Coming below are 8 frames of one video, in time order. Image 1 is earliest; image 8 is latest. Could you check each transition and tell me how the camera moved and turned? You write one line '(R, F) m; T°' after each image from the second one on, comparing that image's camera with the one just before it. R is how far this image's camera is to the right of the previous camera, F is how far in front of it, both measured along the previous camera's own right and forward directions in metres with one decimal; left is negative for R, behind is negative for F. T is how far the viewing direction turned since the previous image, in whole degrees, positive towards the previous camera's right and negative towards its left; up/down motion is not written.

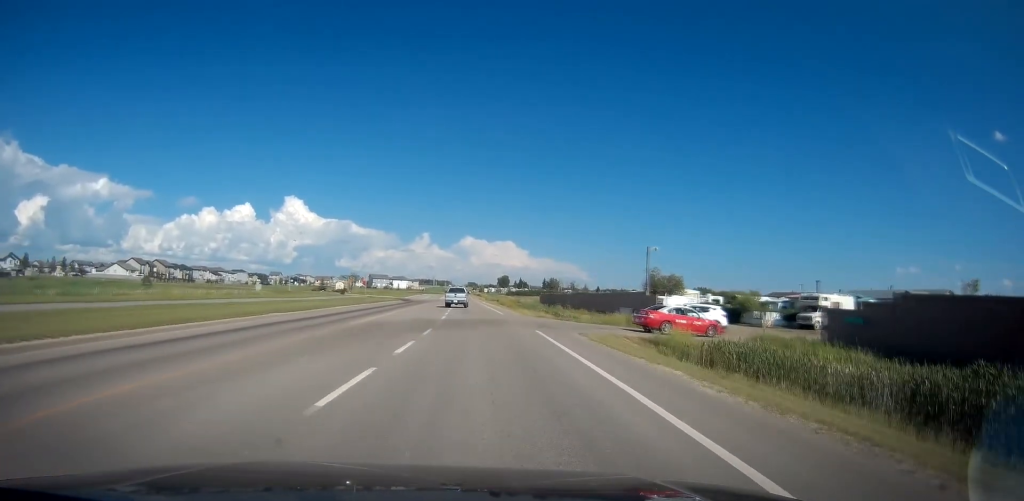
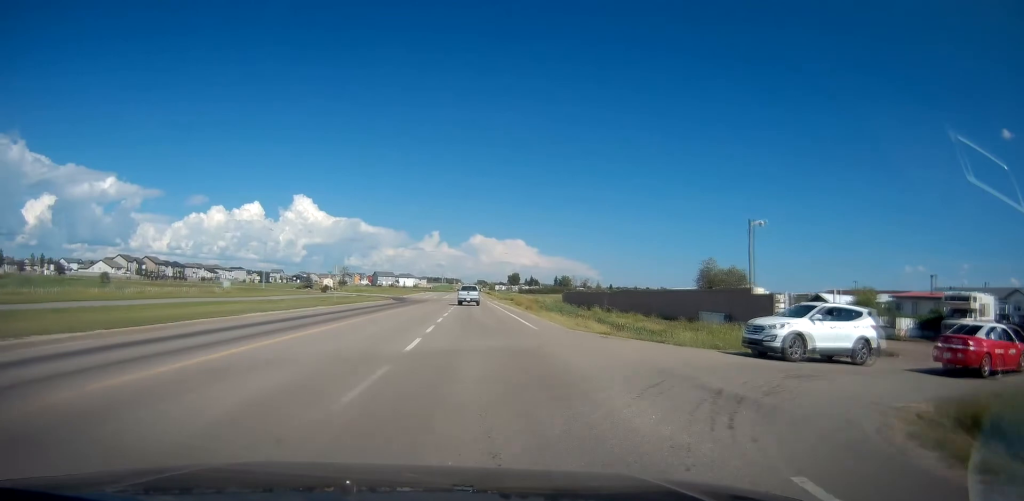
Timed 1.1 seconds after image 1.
(-0.3, +17.0) m; -2°
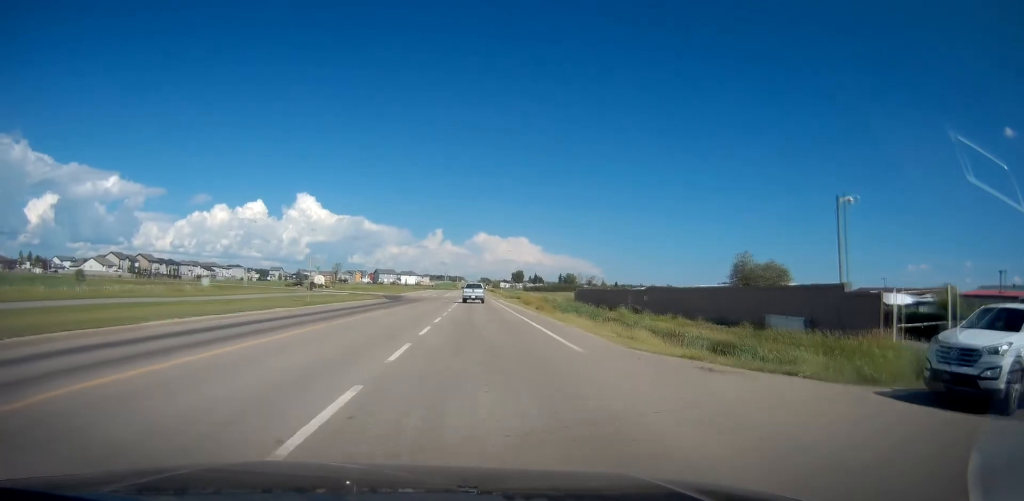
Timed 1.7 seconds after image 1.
(-0.1, +8.1) m; -1°
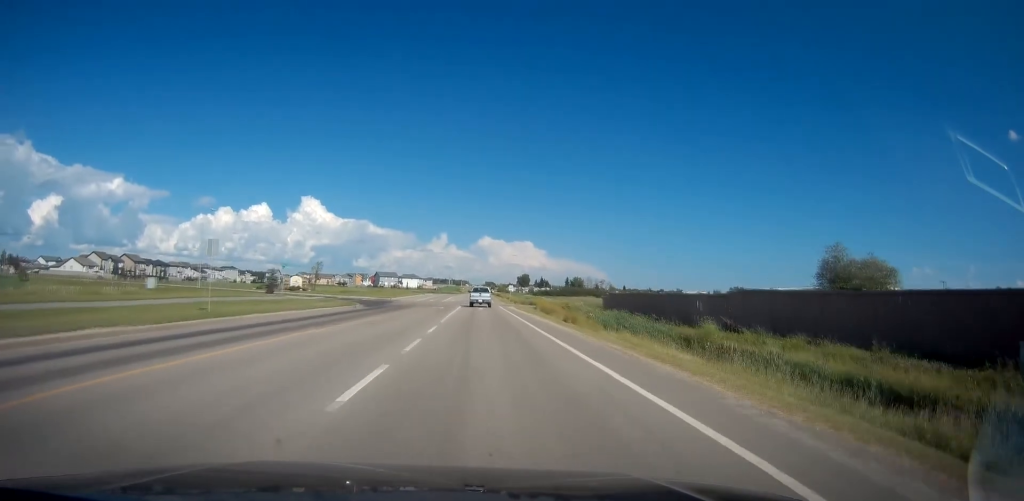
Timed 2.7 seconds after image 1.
(0.0, +15.4) m; 0°
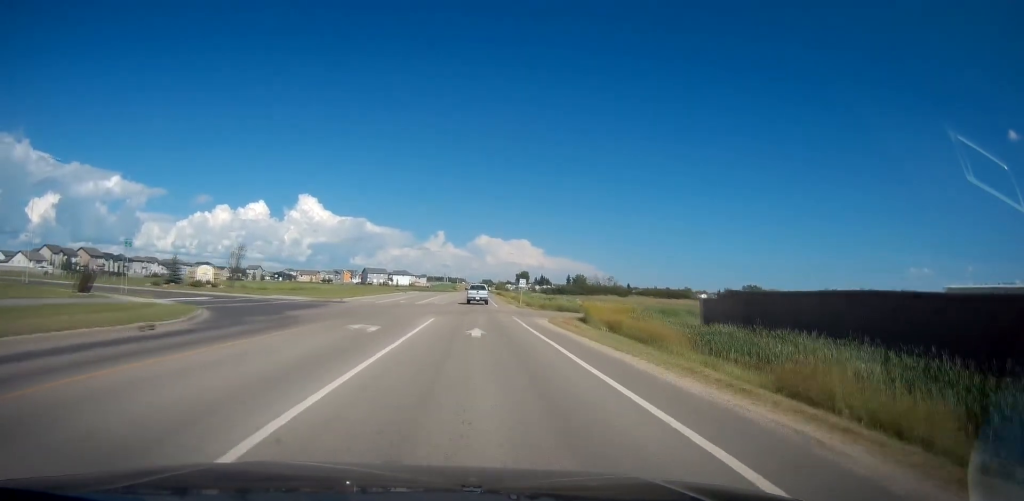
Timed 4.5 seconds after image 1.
(+0.8, +29.0) m; +1°
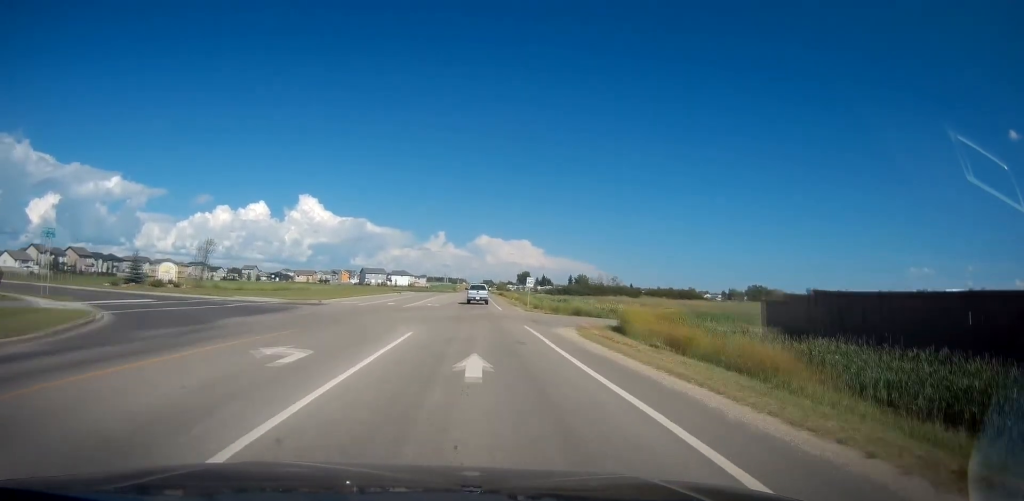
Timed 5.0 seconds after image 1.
(-0.2, +7.9) m; -1°
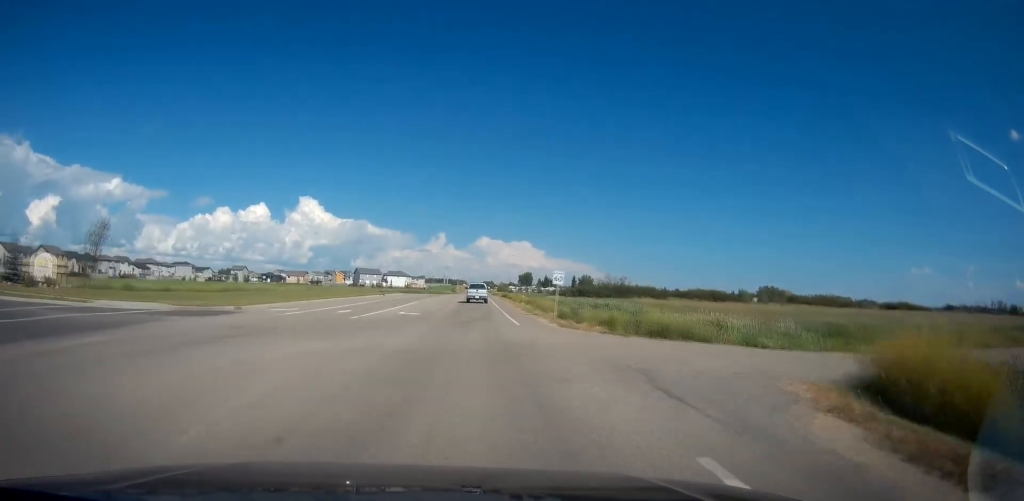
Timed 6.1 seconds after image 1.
(-0.3, +17.6) m; -1°
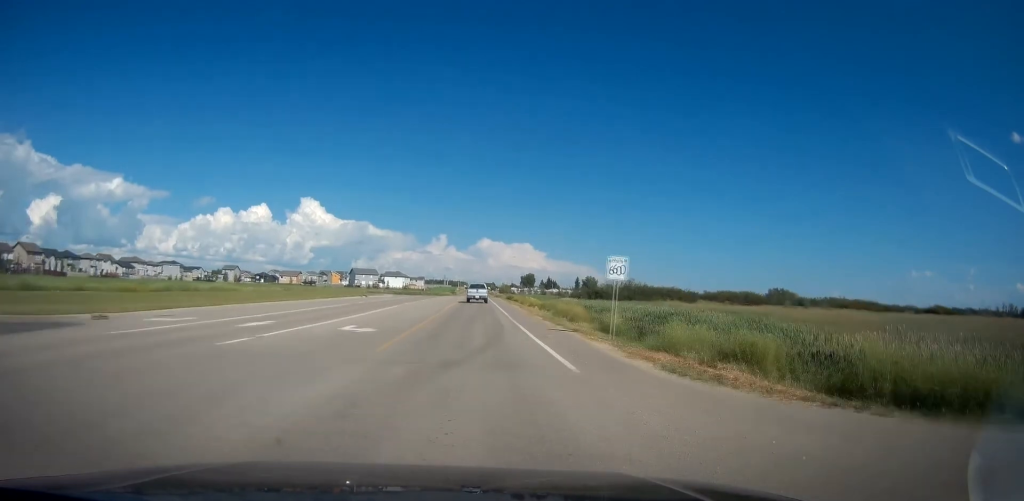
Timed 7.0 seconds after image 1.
(0.0, +13.4) m; 0°
